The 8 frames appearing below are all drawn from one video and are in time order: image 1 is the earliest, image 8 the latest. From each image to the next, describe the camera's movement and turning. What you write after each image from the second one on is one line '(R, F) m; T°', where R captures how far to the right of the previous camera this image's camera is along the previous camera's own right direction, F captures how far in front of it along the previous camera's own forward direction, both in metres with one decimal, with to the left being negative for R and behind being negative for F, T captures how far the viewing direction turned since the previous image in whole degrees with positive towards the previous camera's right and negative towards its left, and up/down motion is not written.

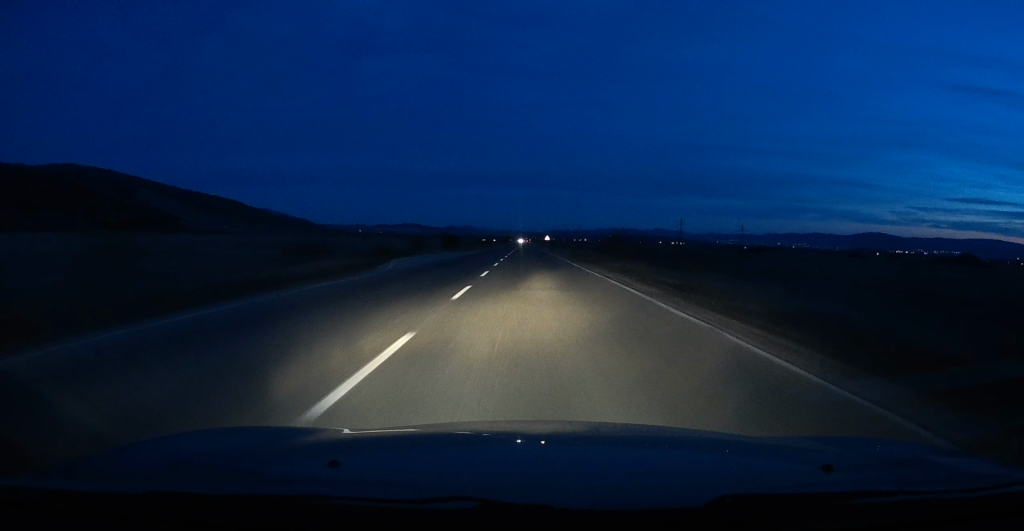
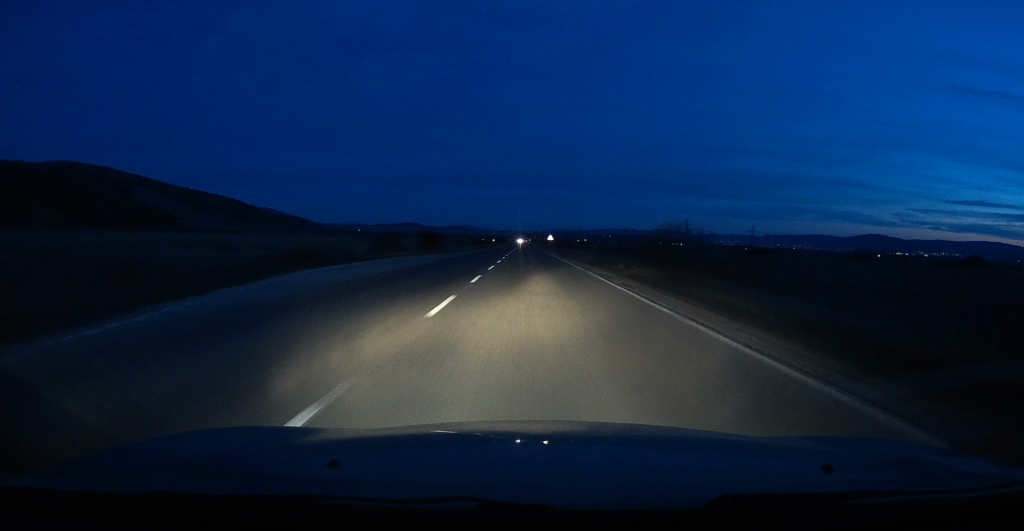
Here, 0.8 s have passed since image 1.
(-0.1, +18.1) m; 0°
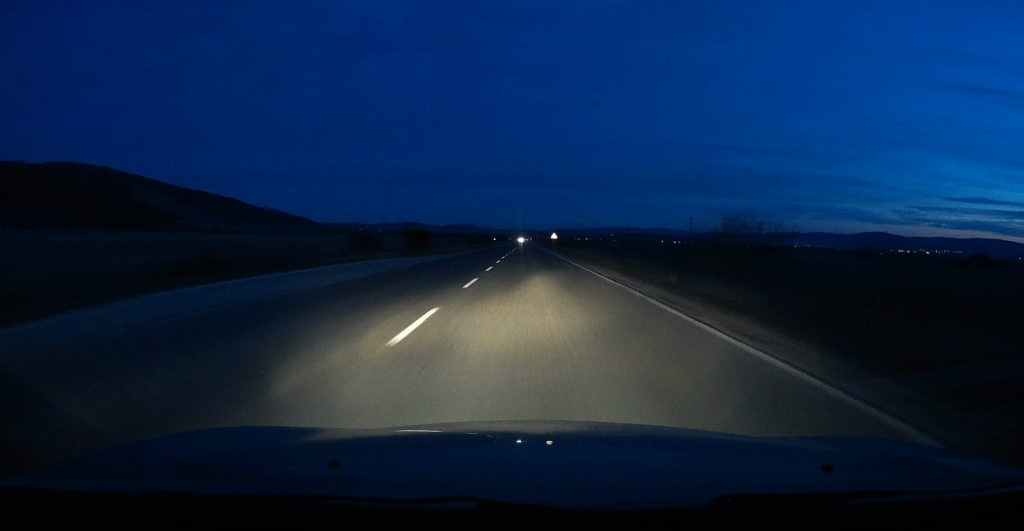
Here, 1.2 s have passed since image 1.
(0.0, +9.8) m; 0°
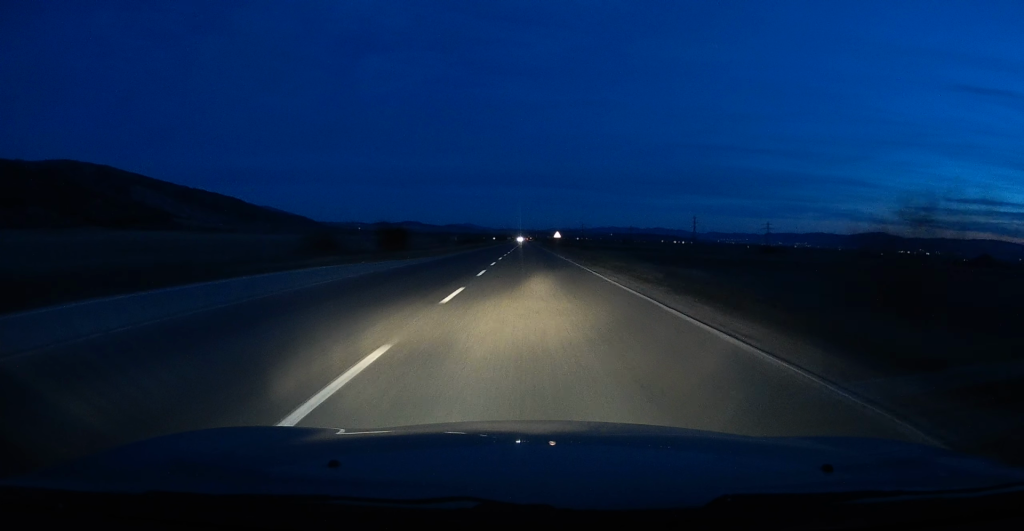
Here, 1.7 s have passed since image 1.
(0.0, +11.3) m; 0°
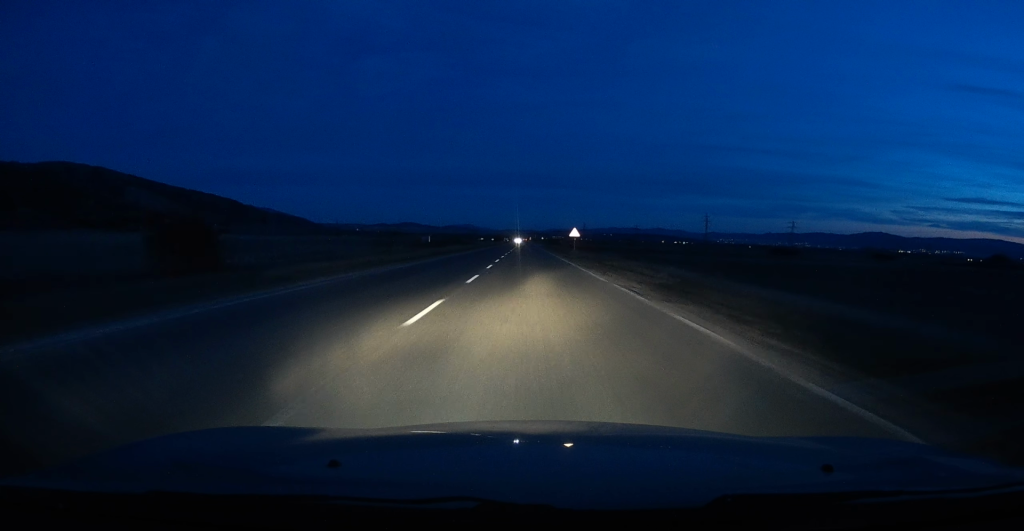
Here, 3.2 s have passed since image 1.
(+0.2, +33.3) m; 0°
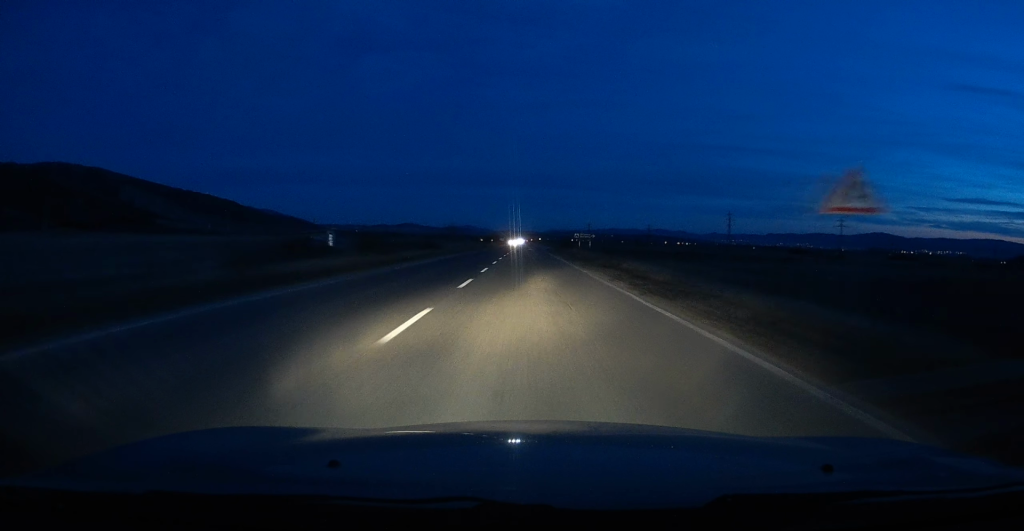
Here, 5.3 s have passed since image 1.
(-0.2, +47.6) m; -1°
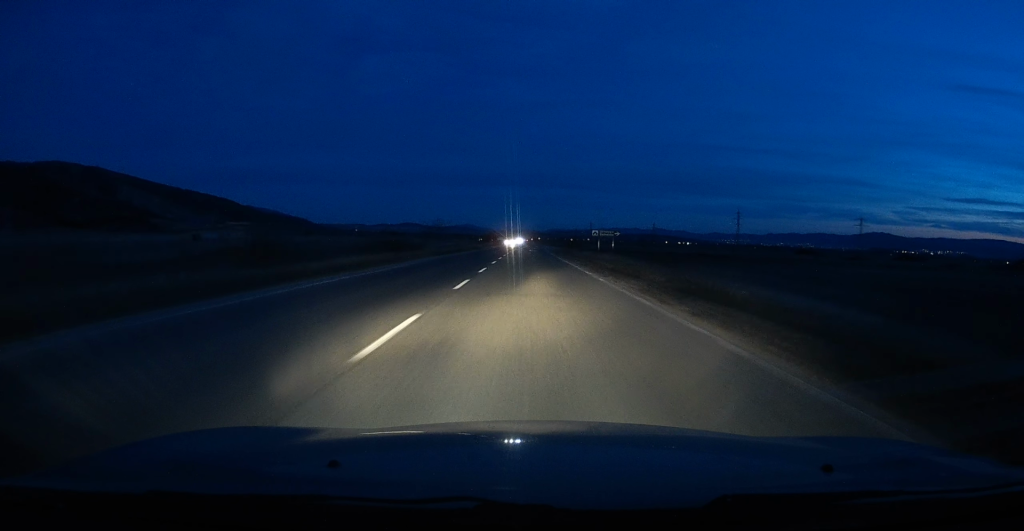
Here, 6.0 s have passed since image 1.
(-0.1, +15.9) m; 0°
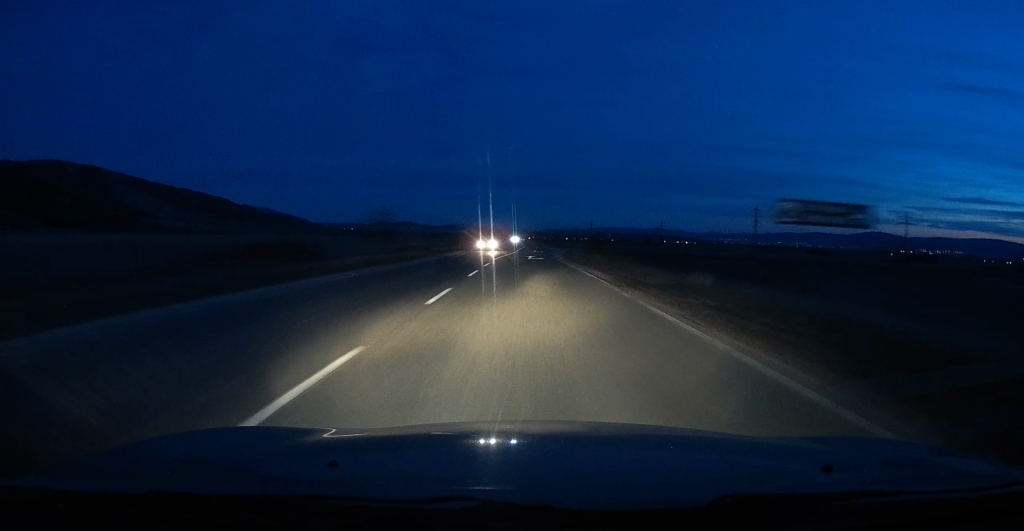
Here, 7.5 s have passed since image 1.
(+0.4, +33.2) m; +1°
